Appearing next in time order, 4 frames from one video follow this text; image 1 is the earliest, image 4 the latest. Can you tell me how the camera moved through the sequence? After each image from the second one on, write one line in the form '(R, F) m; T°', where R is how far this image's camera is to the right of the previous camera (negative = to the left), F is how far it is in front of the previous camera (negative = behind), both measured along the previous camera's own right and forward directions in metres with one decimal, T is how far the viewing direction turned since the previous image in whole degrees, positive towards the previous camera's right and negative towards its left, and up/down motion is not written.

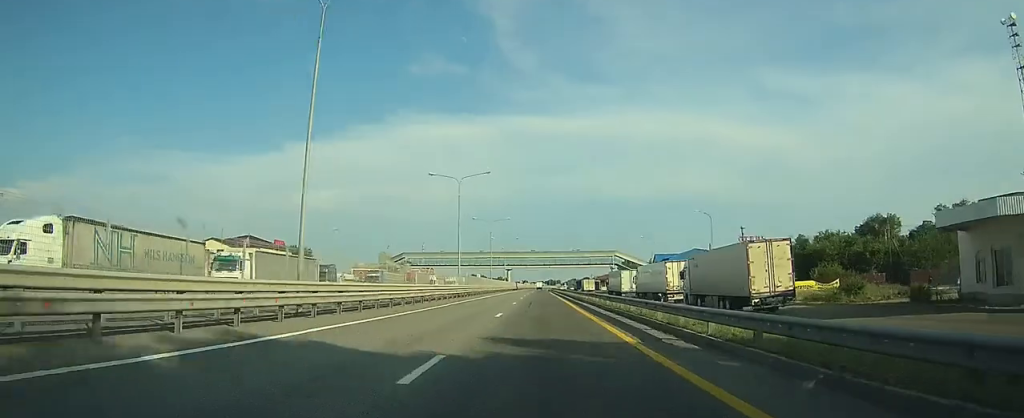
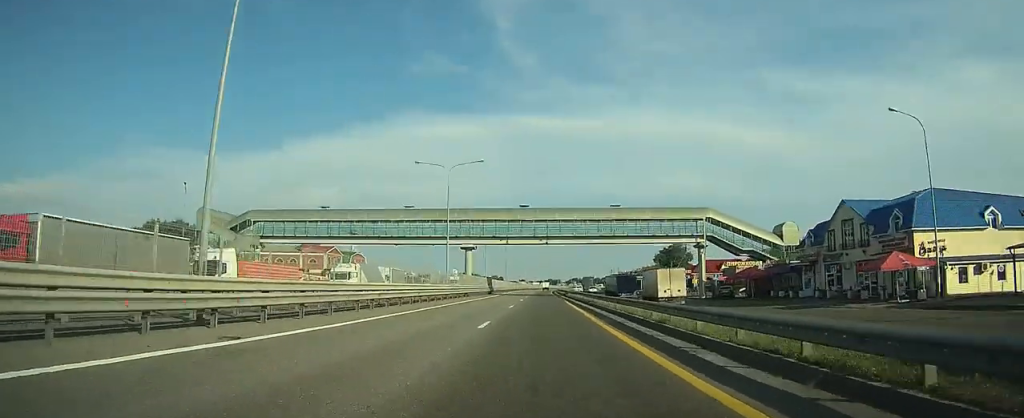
(+0.3, +86.4) m; 0°
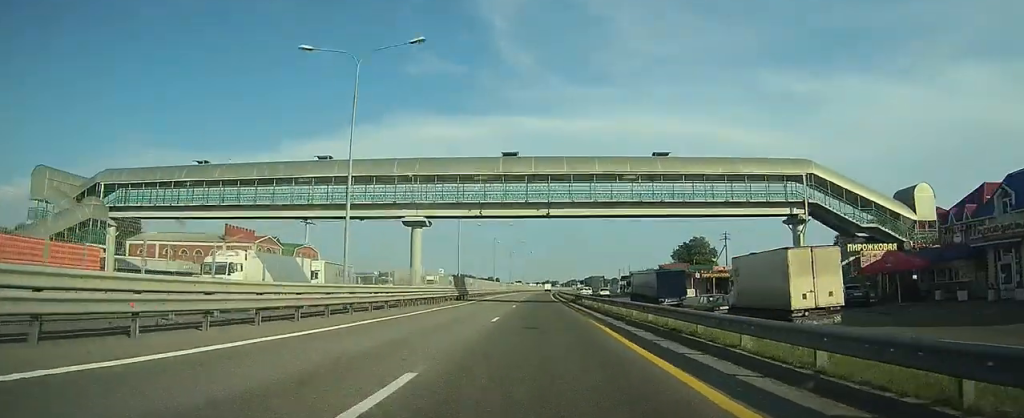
(-0.1, +28.2) m; 0°
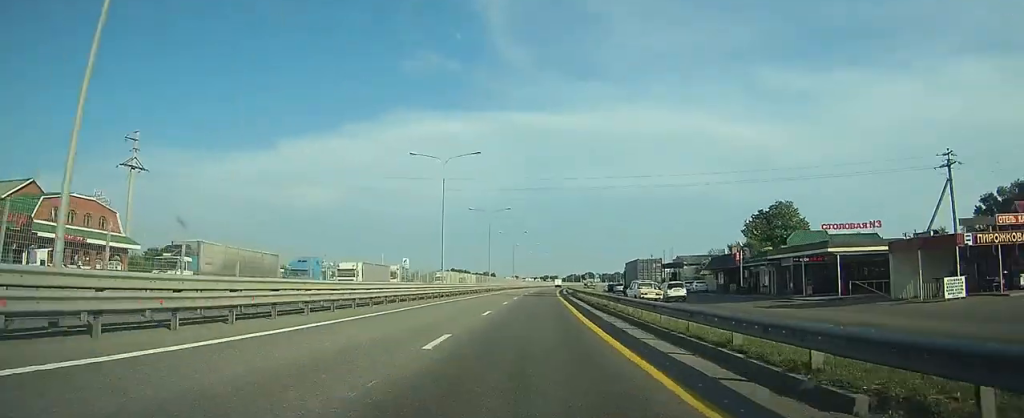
(-0.2, +55.3) m; 0°
